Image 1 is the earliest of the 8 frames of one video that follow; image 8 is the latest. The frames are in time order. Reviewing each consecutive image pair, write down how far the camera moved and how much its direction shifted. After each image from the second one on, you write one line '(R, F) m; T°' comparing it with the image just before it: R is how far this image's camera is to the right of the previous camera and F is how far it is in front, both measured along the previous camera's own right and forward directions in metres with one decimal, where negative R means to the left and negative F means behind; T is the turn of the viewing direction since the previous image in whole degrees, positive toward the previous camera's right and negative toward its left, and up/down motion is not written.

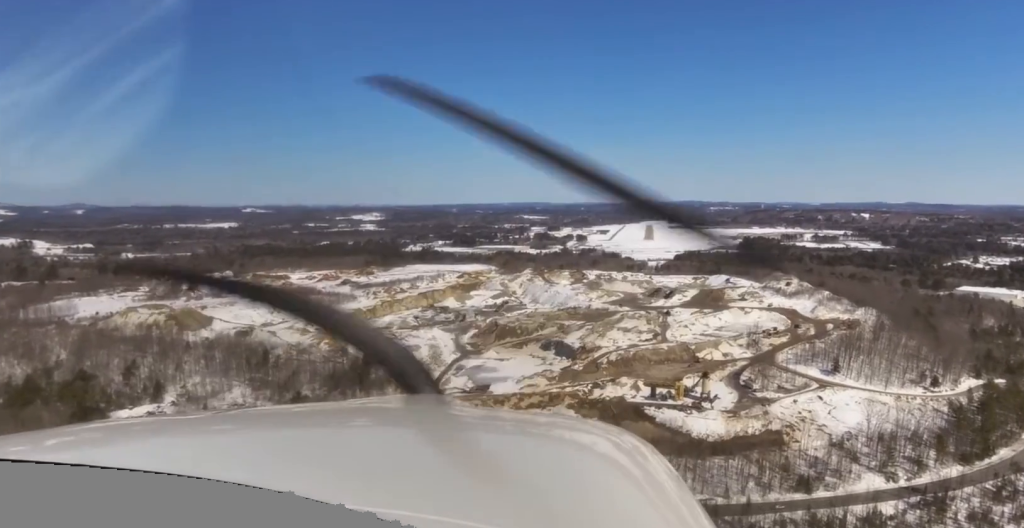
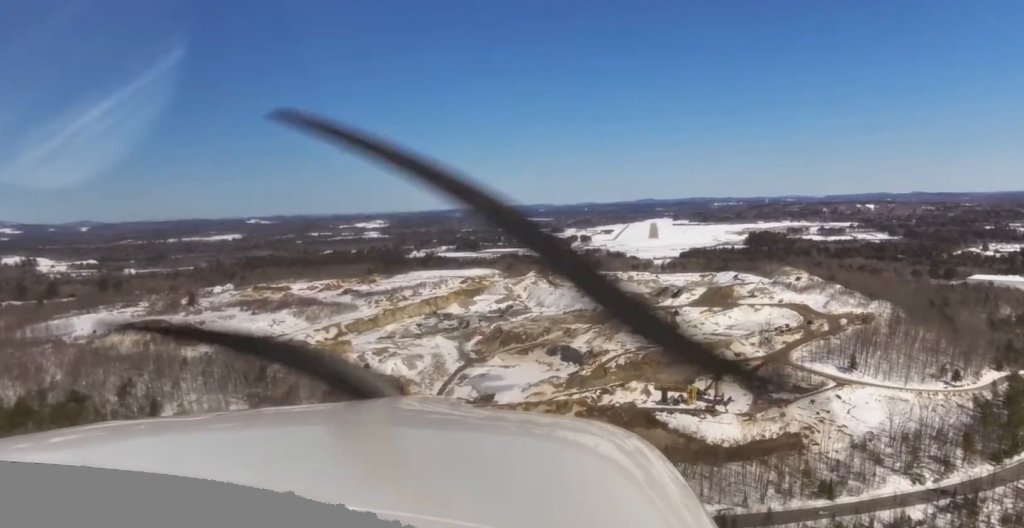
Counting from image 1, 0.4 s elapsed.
(-0.2, +15.0) m; -1°
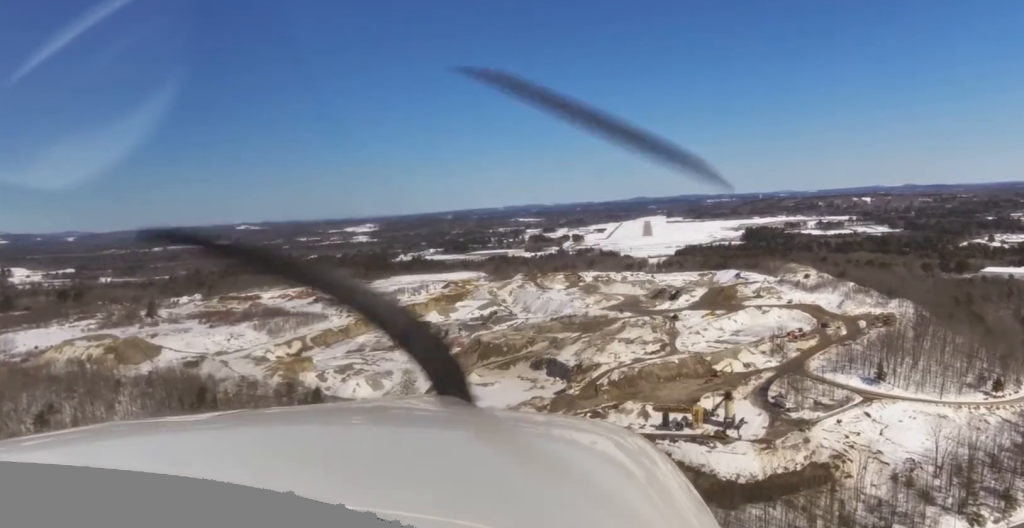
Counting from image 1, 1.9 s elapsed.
(-0.2, +57.7) m; -1°
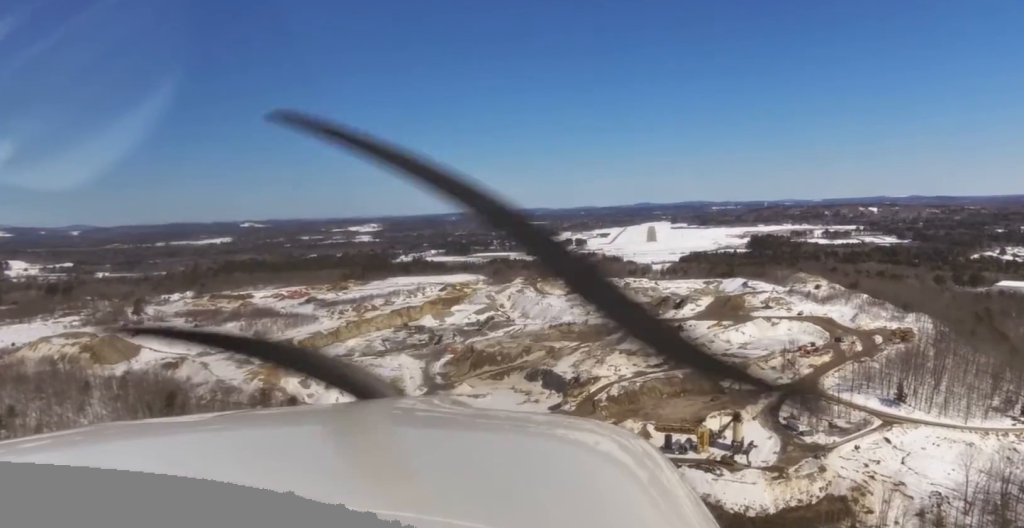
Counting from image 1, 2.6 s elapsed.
(+0.1, +26.4) m; -1°
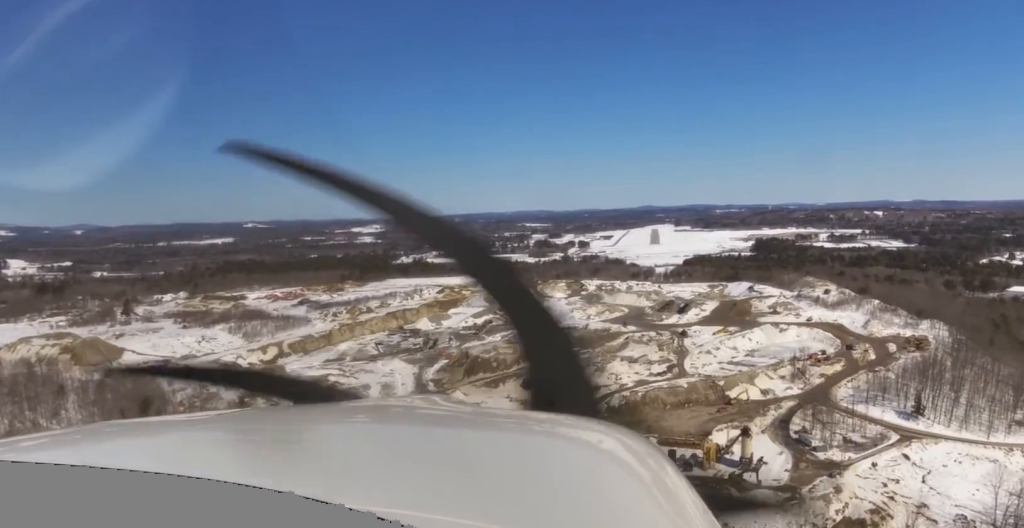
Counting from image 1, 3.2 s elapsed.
(-0.5, +20.2) m; 0°
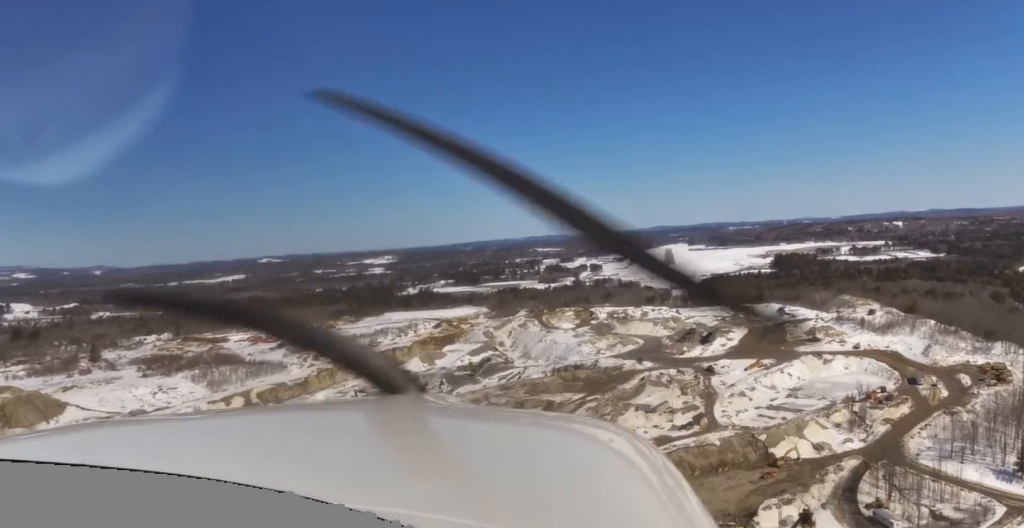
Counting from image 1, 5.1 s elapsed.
(+0.7, +72.5) m; +2°
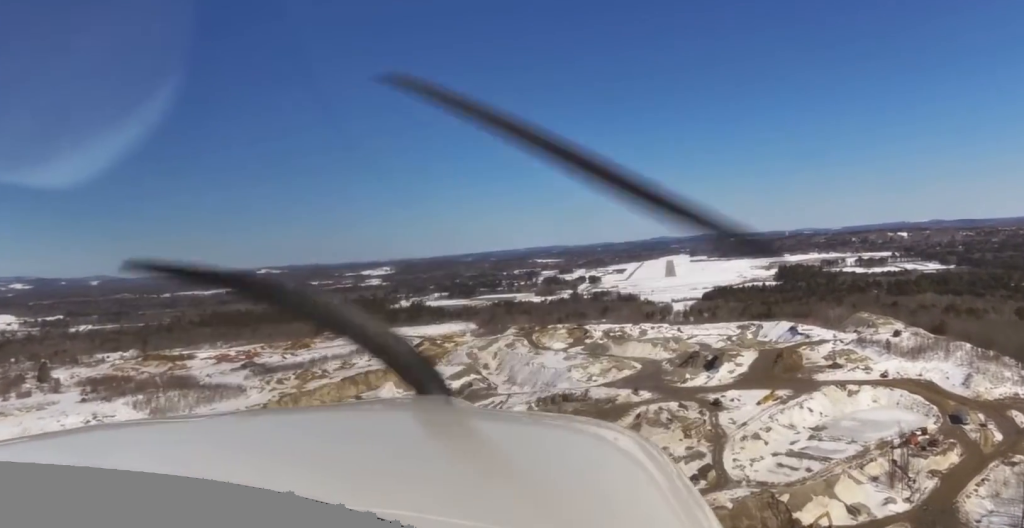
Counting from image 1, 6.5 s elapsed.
(+0.4, +56.1) m; -2°
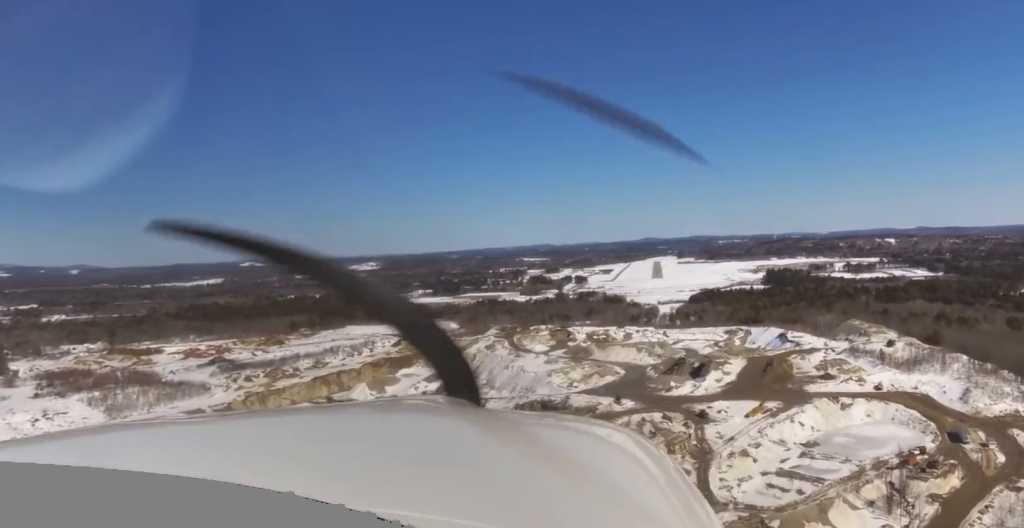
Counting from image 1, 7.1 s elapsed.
(-0.9, +20.4) m; 0°
